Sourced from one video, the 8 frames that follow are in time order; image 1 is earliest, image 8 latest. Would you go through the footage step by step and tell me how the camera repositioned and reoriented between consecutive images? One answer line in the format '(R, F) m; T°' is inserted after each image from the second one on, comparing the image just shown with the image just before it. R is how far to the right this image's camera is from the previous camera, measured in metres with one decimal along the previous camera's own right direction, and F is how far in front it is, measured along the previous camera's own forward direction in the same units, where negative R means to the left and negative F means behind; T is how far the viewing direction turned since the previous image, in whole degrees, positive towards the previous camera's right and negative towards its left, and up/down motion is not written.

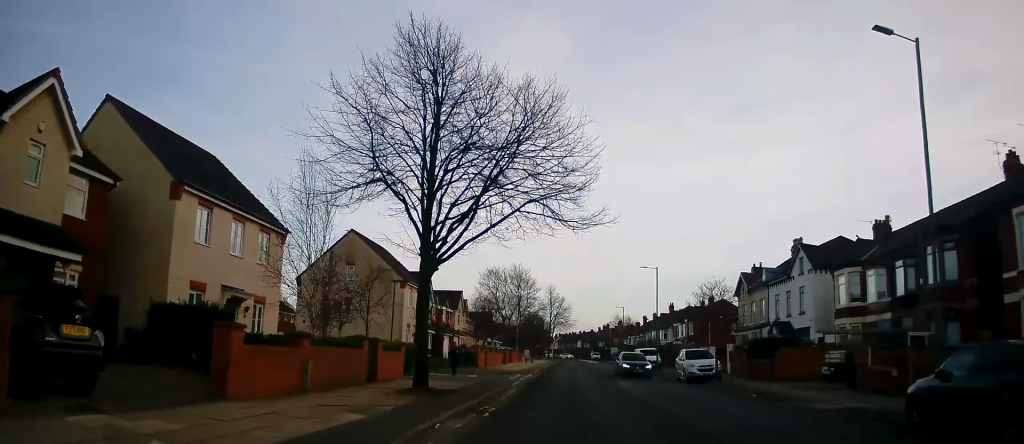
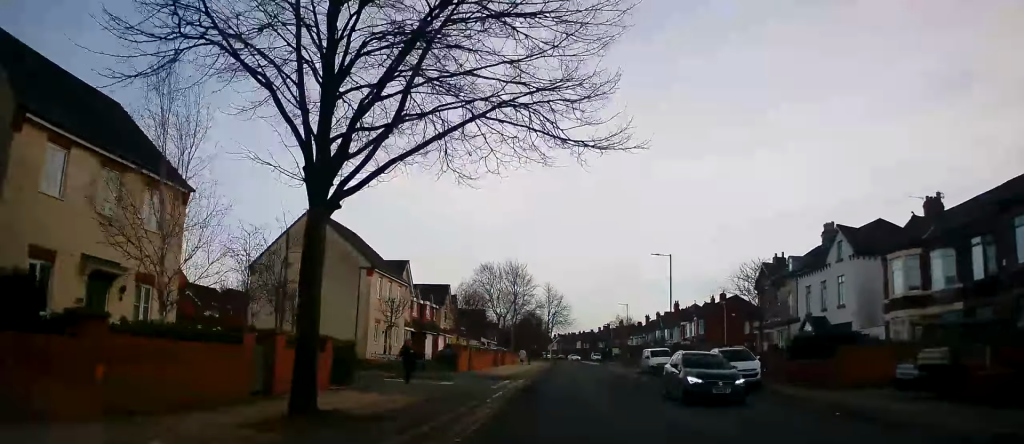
(+0.2, +6.9) m; 0°
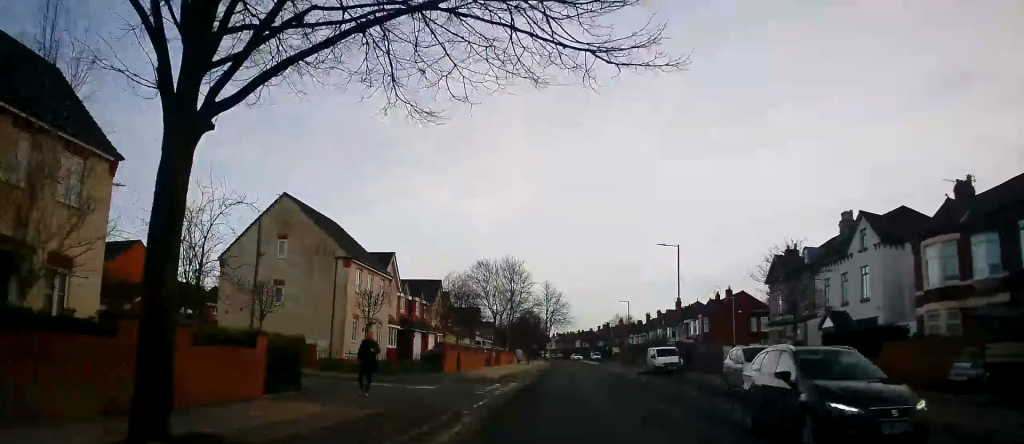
(+0.1, +3.5) m; 0°
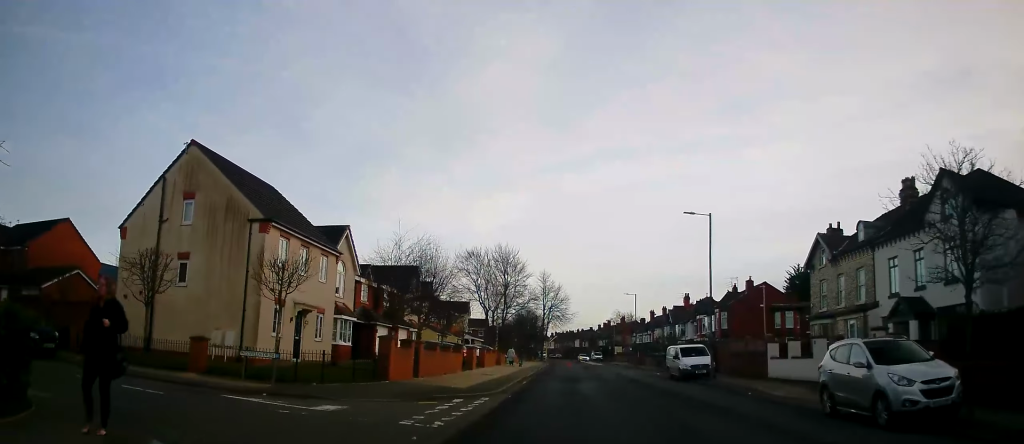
(-0.4, +8.7) m; -2°
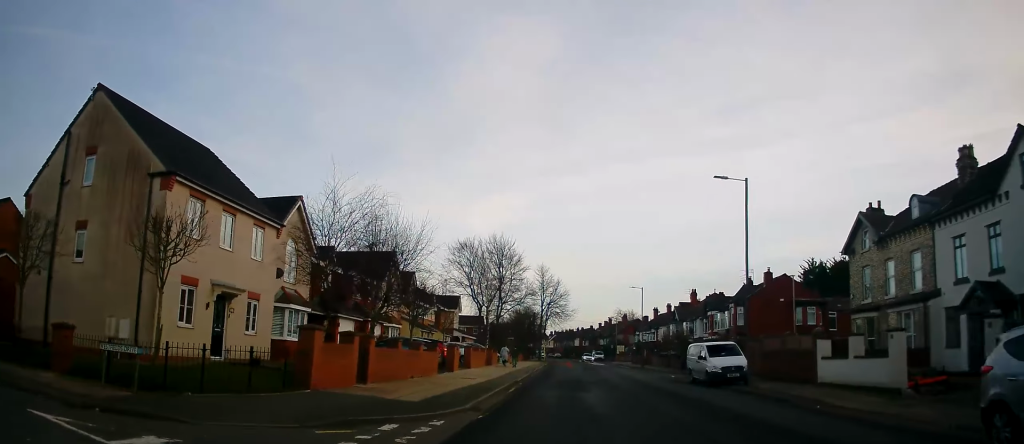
(0.0, +6.2) m; +2°
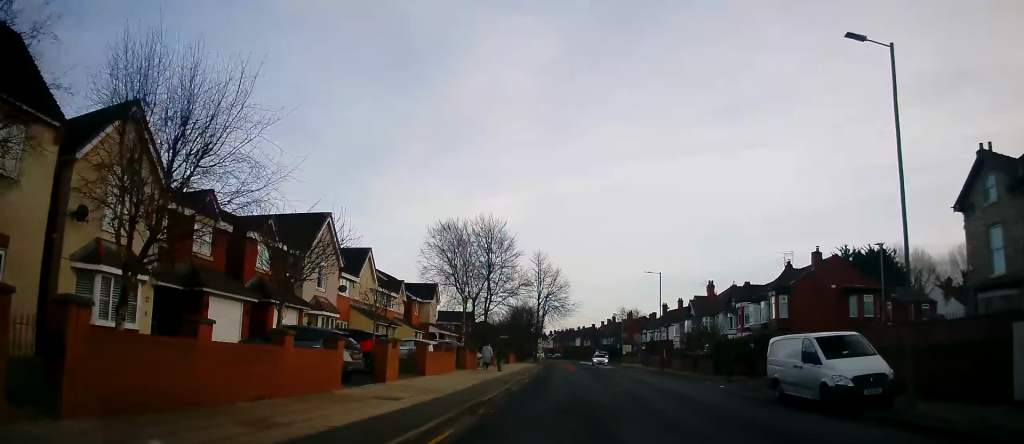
(+0.2, +11.8) m; -1°
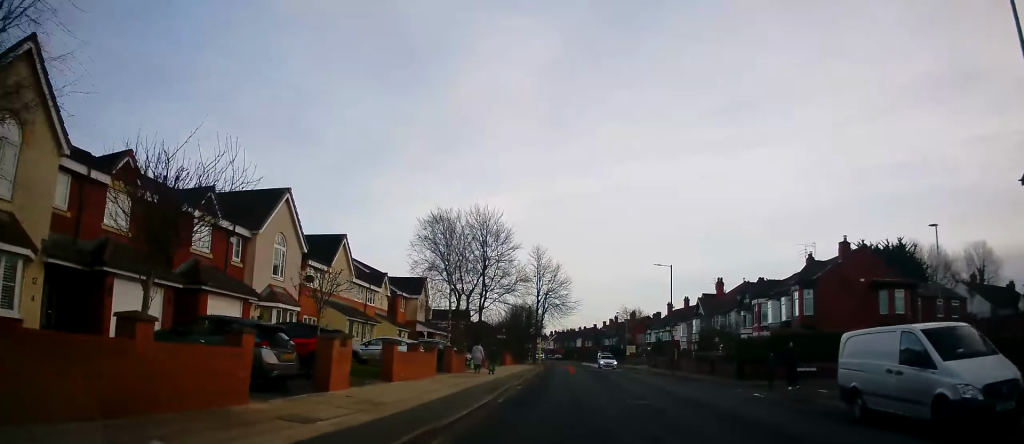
(-0.1, +4.7) m; -1°
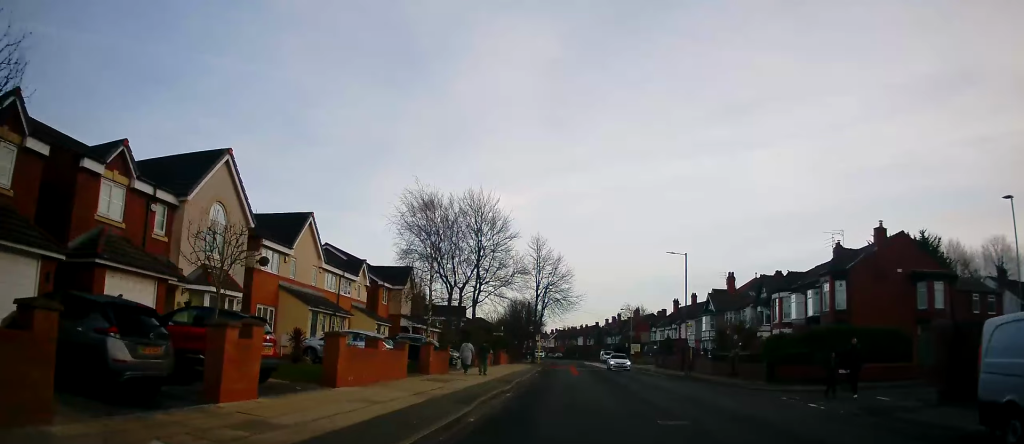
(0.0, +5.0) m; +2°
